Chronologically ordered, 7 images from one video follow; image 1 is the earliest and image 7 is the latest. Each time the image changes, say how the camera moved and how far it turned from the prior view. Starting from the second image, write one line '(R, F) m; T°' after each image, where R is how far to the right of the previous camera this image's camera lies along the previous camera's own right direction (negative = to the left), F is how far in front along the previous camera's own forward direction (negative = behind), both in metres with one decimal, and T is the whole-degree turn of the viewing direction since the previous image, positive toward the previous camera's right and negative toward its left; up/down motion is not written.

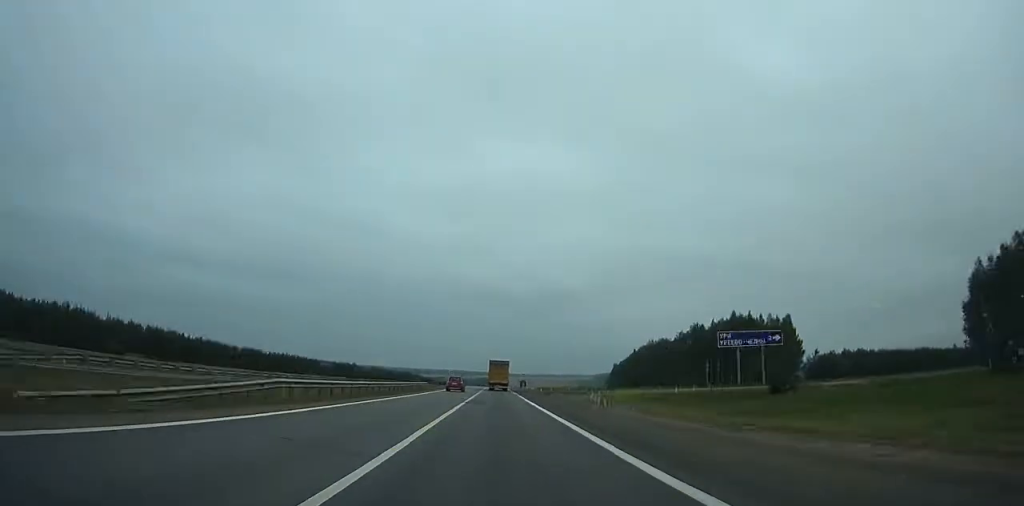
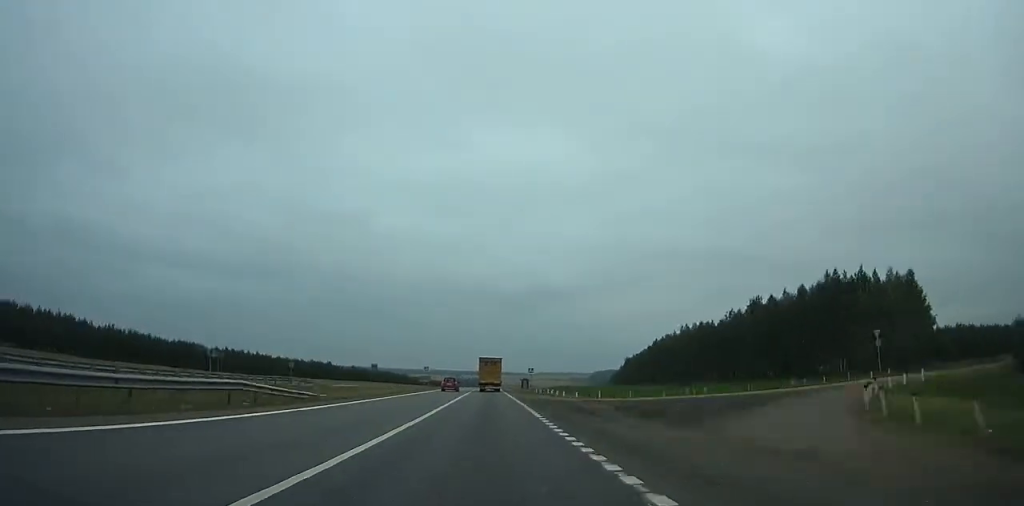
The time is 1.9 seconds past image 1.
(+0.7, +46.4) m; +1°
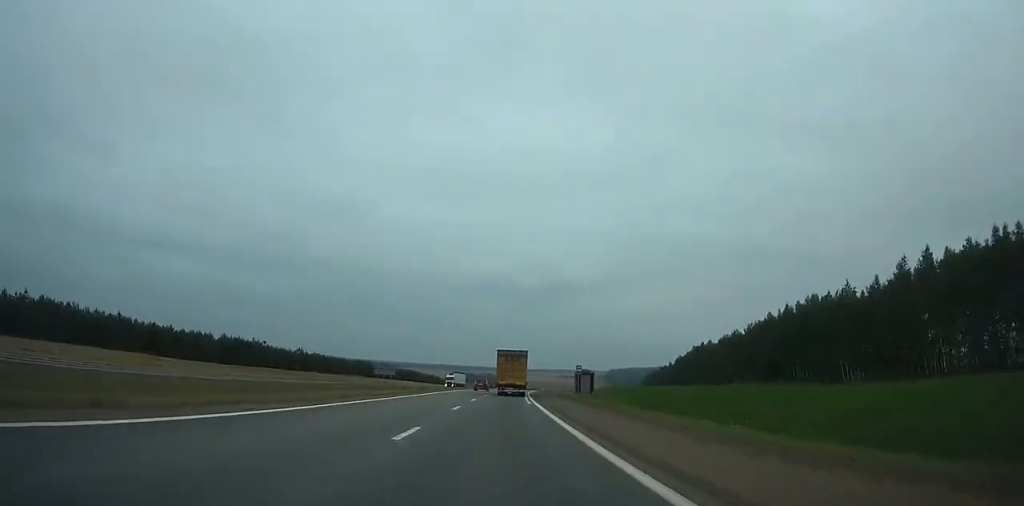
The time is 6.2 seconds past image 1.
(+1.1, +103.0) m; +1°
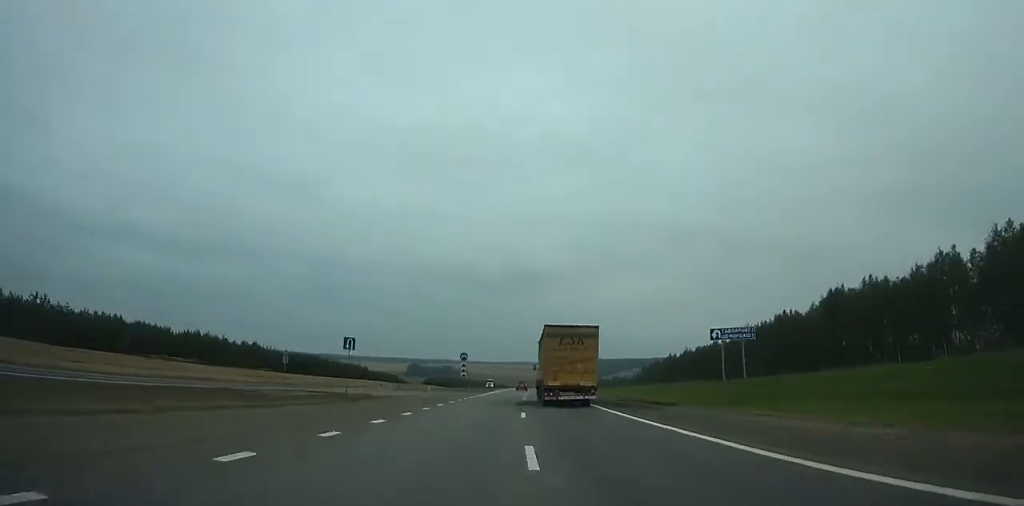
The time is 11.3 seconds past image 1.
(+2.2, +123.4) m; +3°
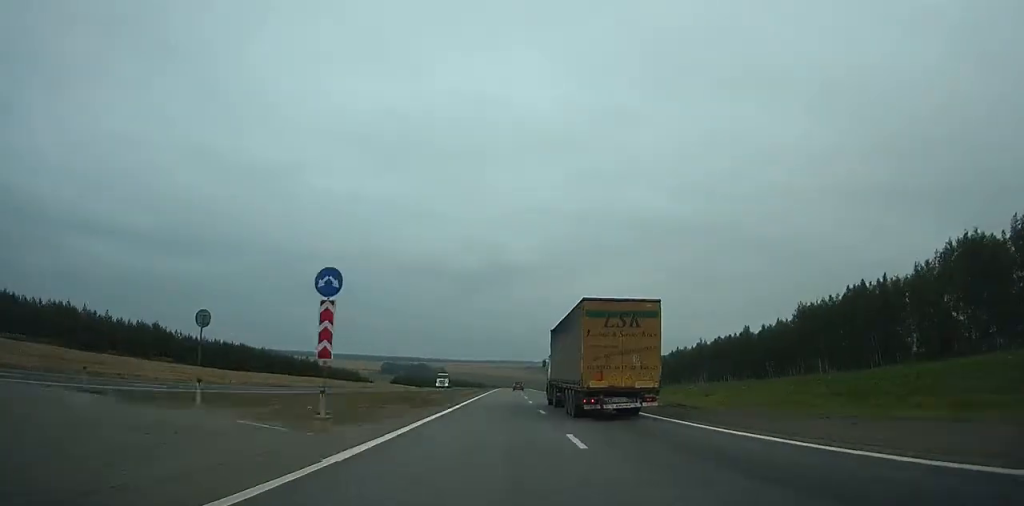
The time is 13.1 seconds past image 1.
(0.0, +44.5) m; +2°
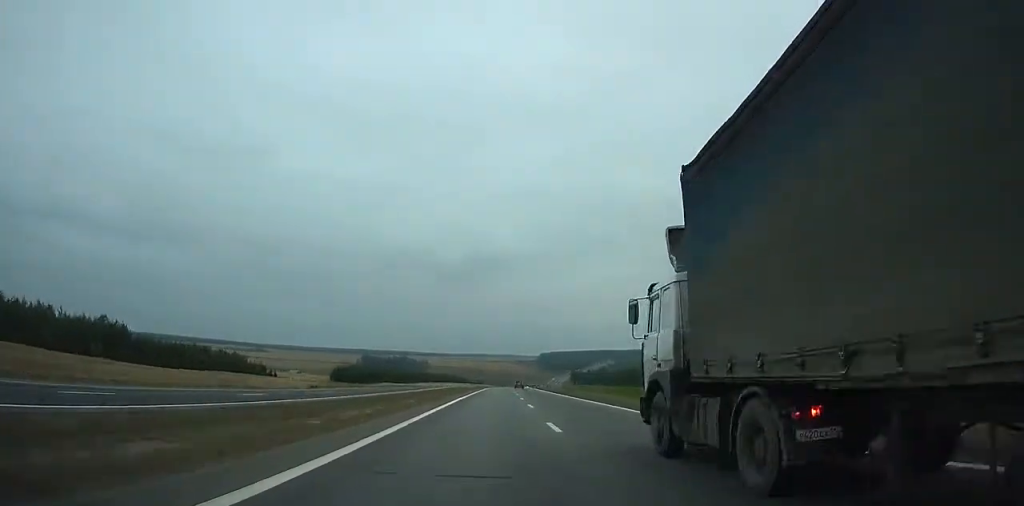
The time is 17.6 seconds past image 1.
(+3.9, +114.2) m; +3°
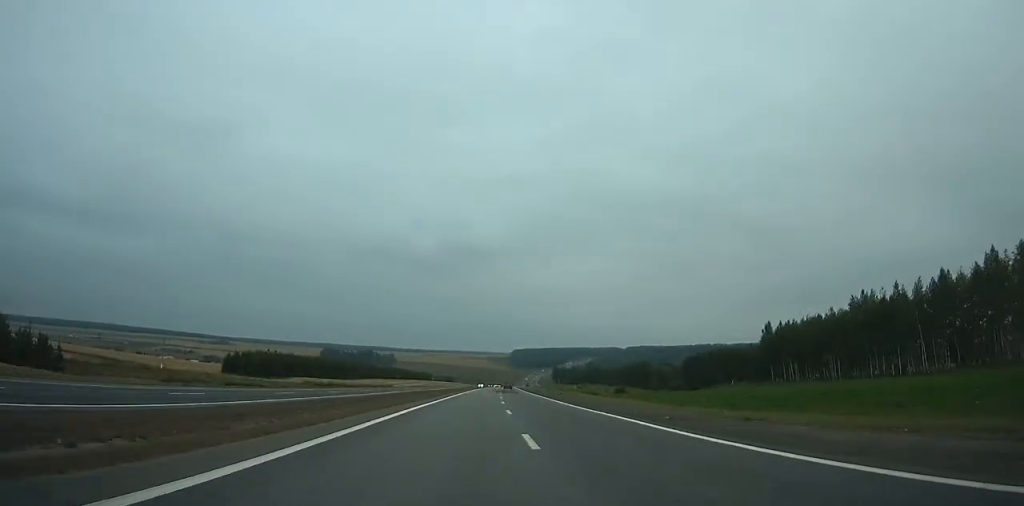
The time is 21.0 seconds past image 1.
(+1.2, +87.8) m; +2°
